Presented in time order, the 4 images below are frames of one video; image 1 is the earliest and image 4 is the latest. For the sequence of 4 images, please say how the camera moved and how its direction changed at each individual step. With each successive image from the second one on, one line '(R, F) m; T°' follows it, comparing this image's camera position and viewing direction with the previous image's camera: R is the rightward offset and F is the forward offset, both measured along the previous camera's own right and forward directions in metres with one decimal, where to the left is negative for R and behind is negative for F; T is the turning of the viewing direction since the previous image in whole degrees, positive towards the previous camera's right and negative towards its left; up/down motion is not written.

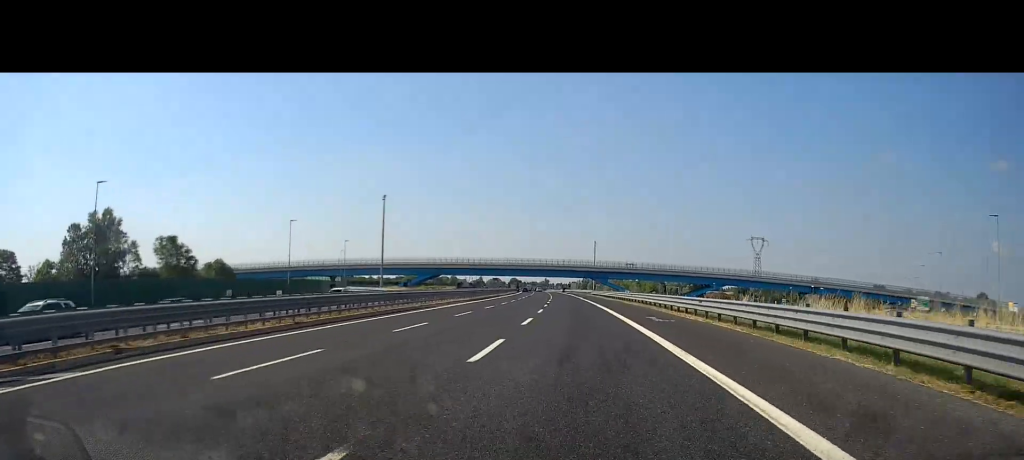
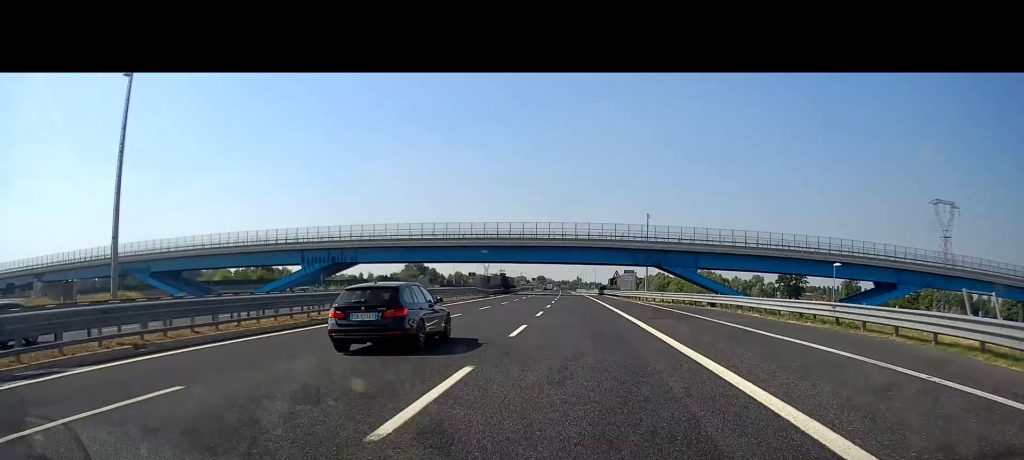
(-3.8, +121.6) m; -3°
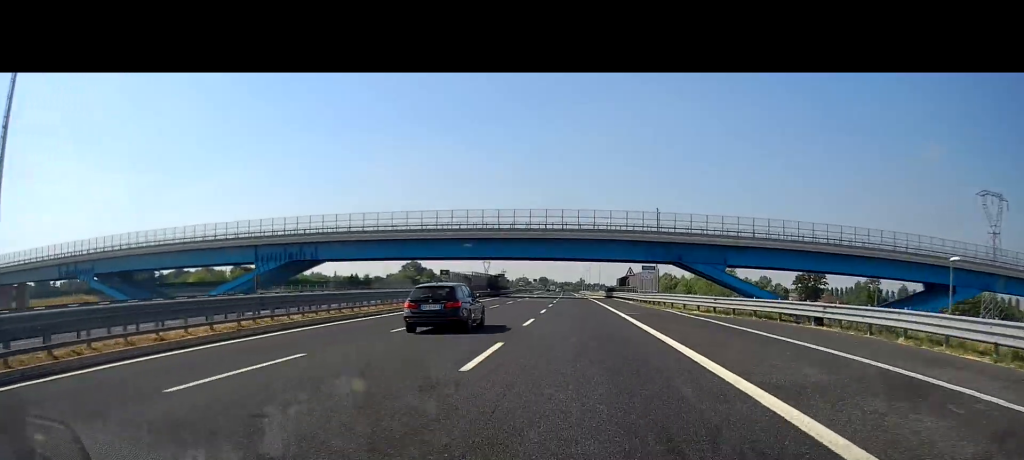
(-0.1, +18.5) m; 0°
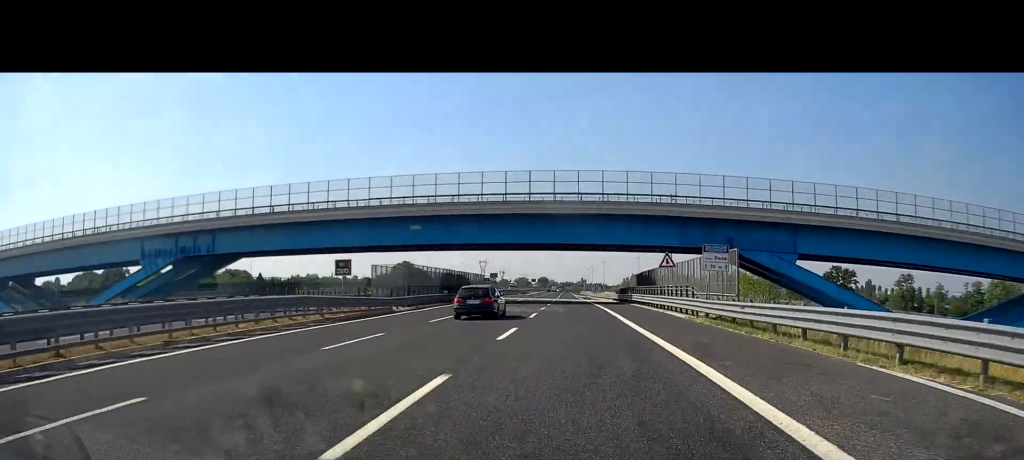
(+0.1, +28.2) m; 0°
